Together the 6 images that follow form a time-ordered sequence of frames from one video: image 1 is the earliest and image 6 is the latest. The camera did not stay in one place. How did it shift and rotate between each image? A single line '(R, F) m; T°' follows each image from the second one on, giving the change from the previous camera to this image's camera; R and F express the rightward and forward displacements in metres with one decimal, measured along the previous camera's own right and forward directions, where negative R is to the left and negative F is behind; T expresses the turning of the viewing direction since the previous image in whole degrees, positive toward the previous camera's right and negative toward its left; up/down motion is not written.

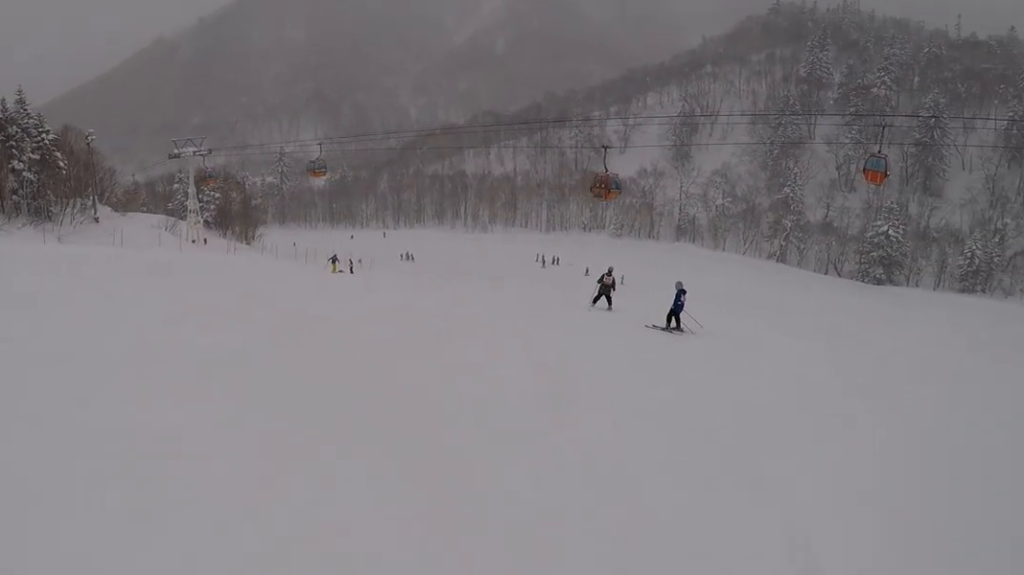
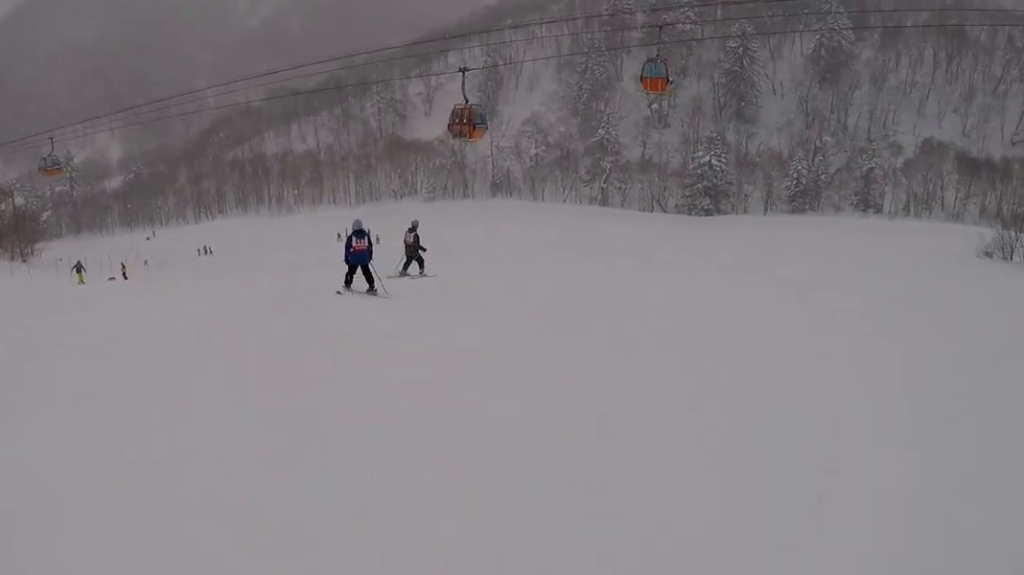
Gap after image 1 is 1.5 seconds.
(+2.5, +10.0) m; +21°
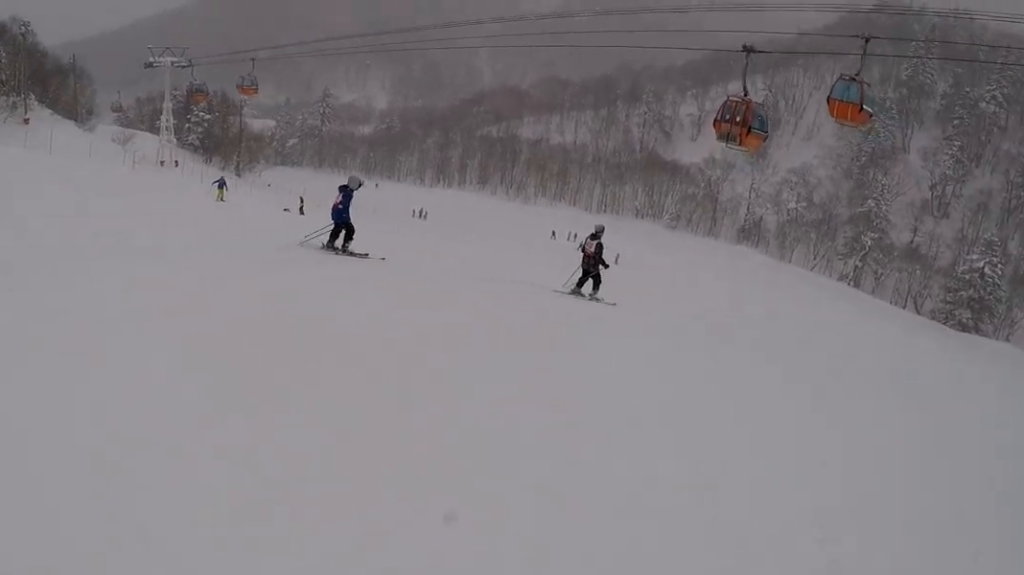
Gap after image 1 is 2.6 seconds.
(-0.2, +7.7) m; -23°
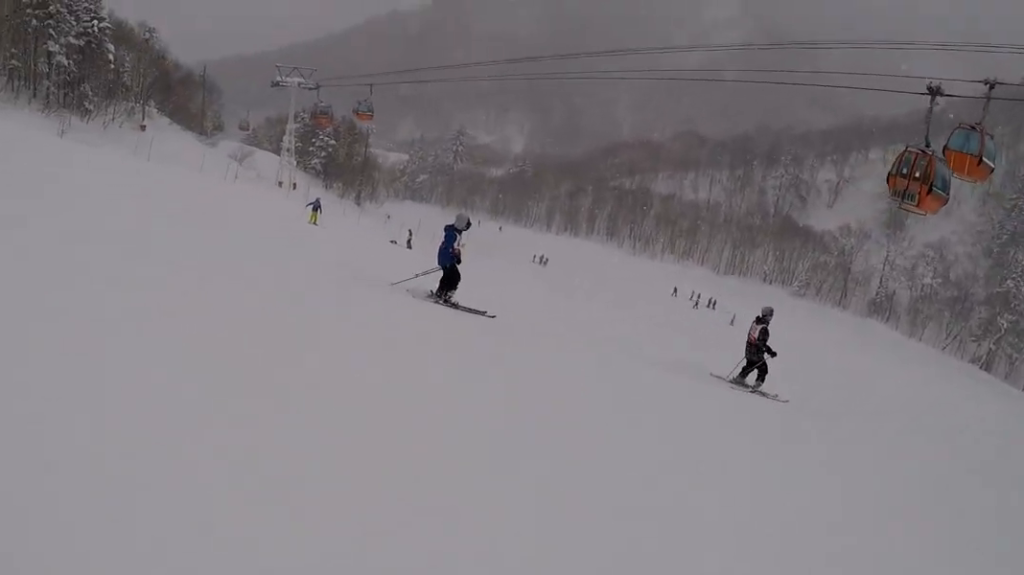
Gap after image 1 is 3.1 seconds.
(-0.7, +3.3) m; -17°
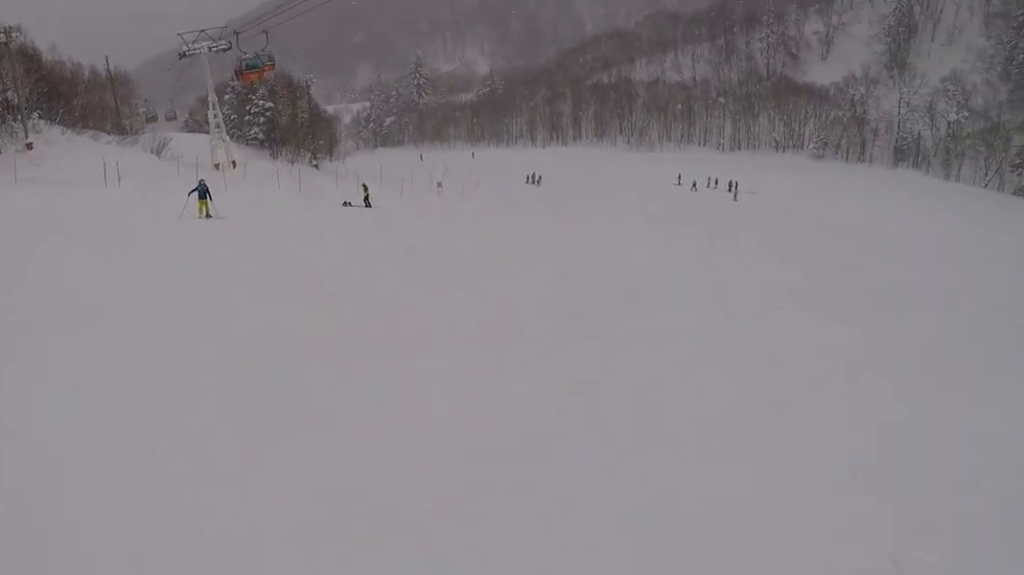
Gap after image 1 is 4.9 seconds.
(-1.1, +13.5) m; +5°
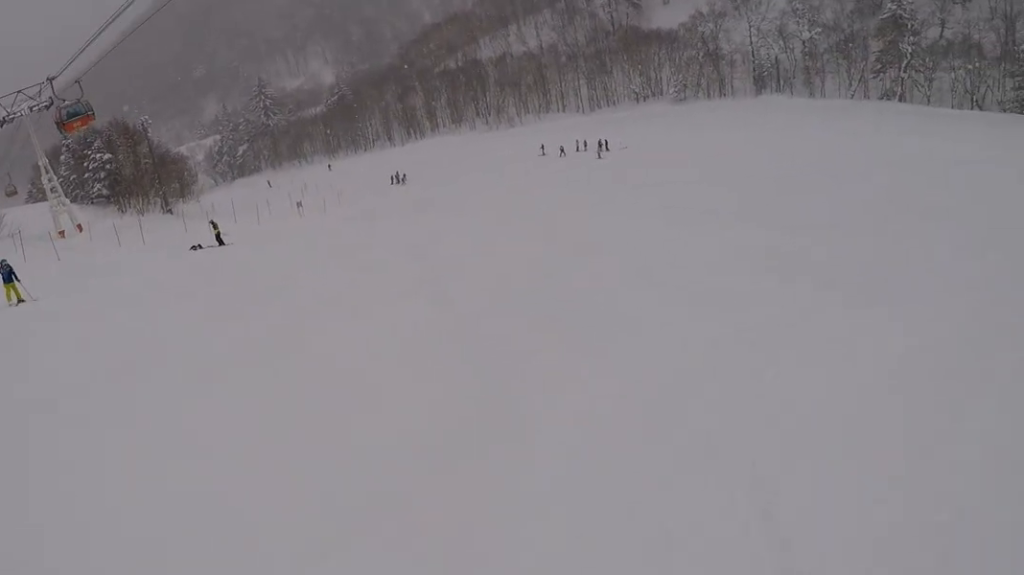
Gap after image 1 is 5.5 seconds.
(+0.3, +4.4) m; +6°
